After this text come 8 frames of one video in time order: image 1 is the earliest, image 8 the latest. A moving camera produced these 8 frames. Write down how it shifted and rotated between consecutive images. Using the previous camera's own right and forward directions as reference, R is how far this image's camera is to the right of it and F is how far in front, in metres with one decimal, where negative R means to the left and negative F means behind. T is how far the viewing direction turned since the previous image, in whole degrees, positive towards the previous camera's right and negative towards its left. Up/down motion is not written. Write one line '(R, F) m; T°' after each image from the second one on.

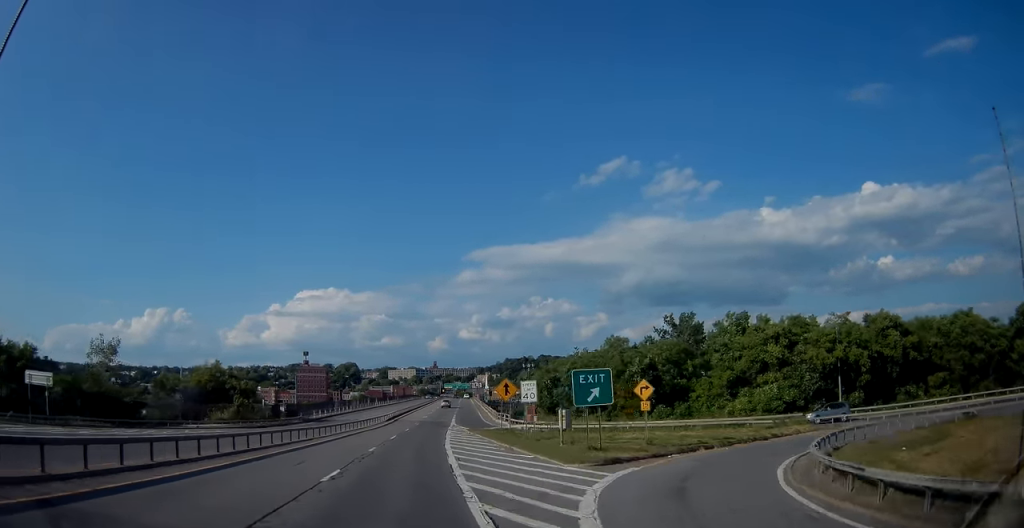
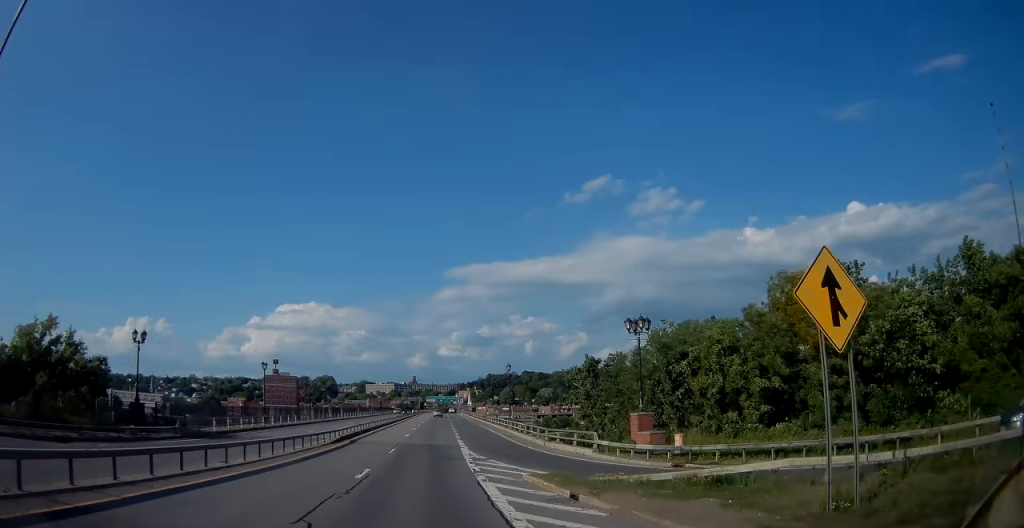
(+0.7, +34.3) m; +3°
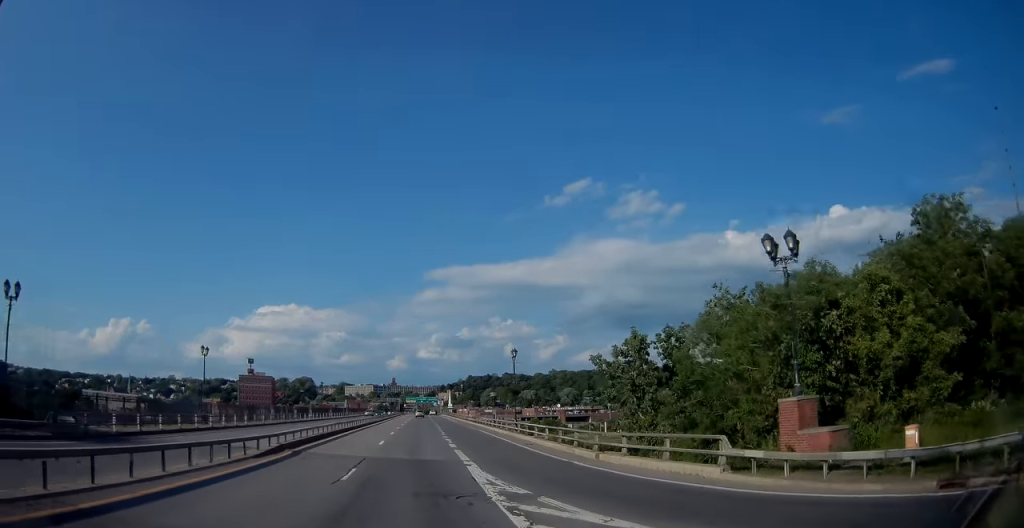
(+0.2, +13.7) m; +1°
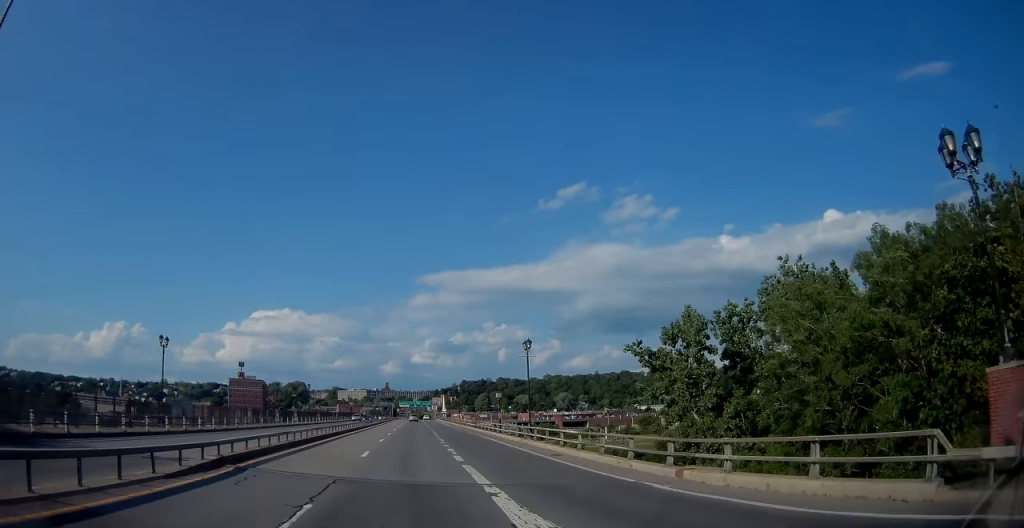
(-0.1, +7.8) m; 0°
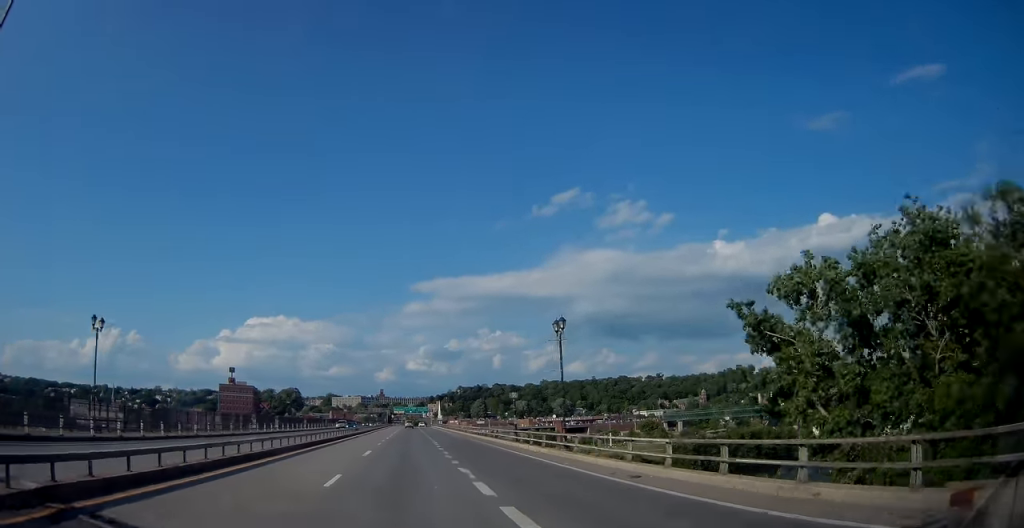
(0.0, +9.8) m; 0°
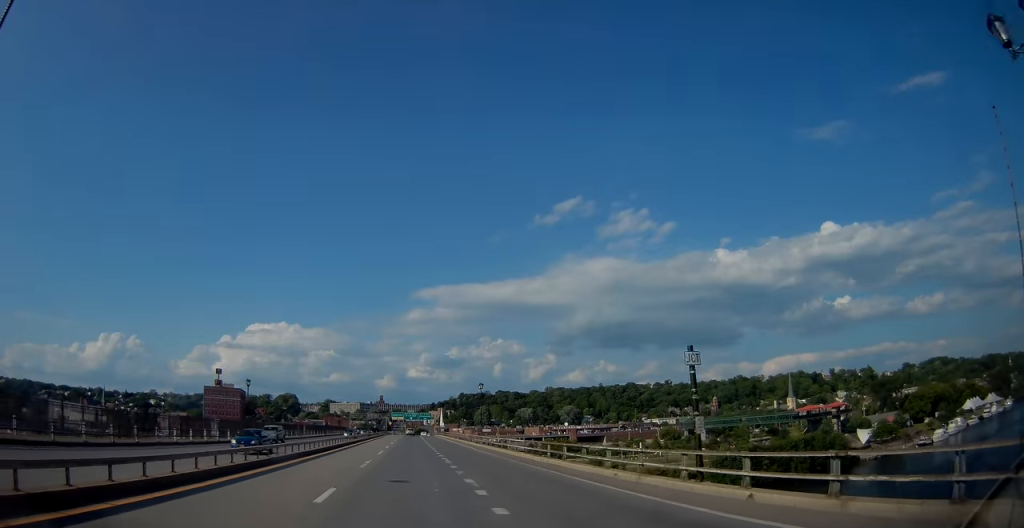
(+0.3, +26.8) m; +1°
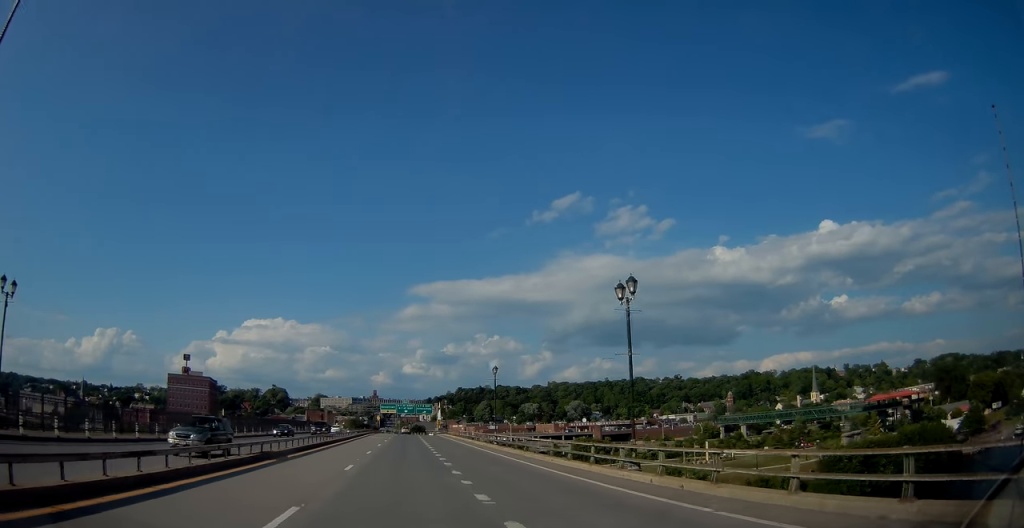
(+0.1, +43.8) m; 0°
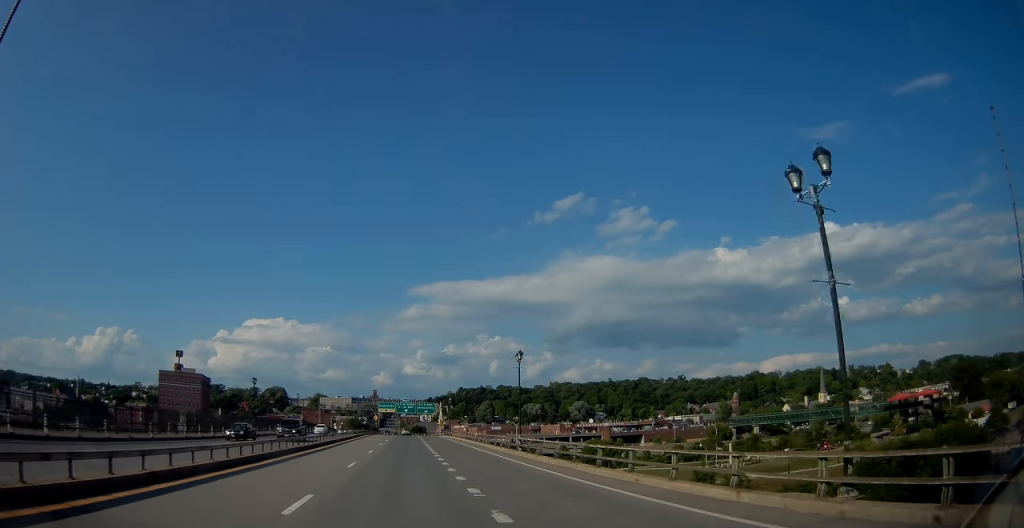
(0.0, +10.5) m; 0°
